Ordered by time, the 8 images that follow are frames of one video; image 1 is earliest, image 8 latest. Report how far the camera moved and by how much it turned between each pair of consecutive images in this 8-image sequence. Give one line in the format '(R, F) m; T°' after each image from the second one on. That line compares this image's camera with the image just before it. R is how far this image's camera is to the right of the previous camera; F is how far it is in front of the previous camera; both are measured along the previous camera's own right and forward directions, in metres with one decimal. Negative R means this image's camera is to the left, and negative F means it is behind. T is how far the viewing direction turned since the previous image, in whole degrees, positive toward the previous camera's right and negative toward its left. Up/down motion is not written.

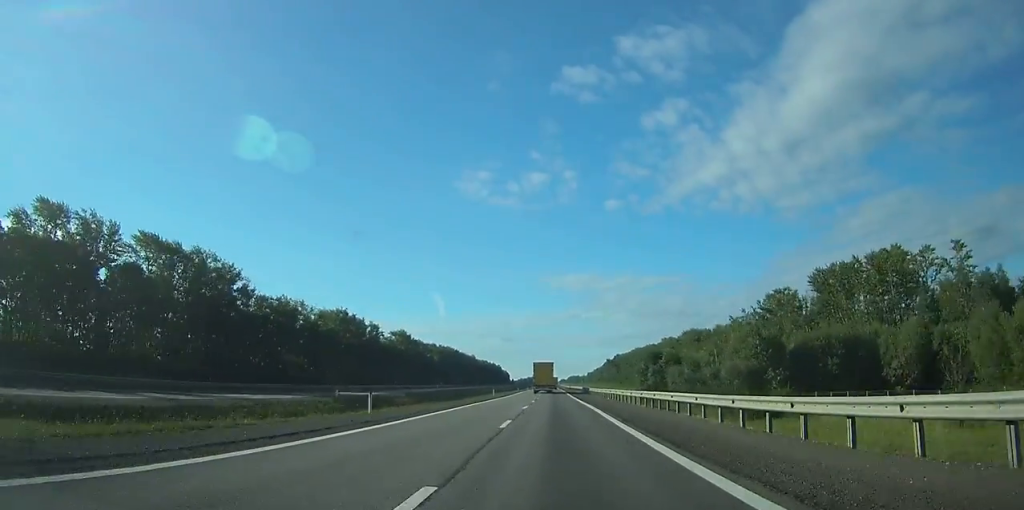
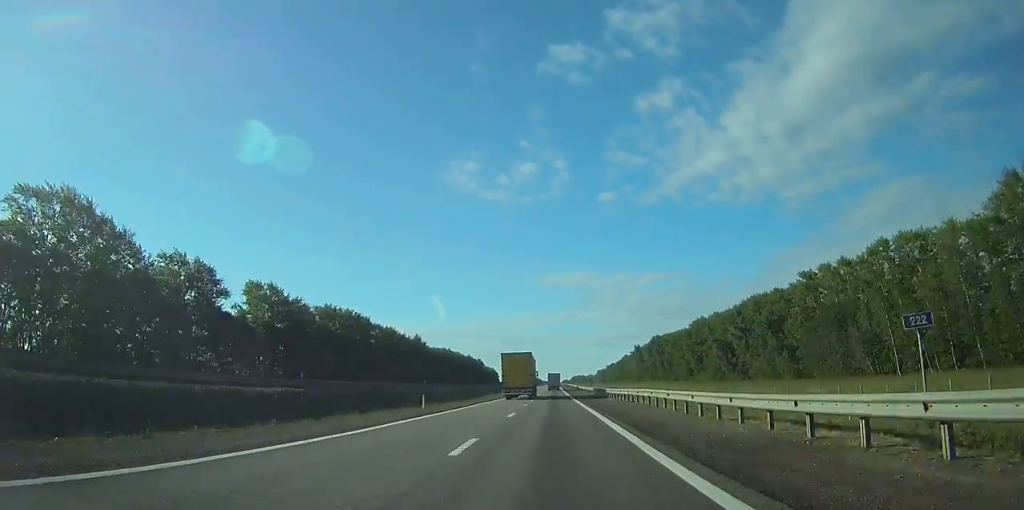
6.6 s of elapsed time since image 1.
(-0.2, +175.4) m; 0°
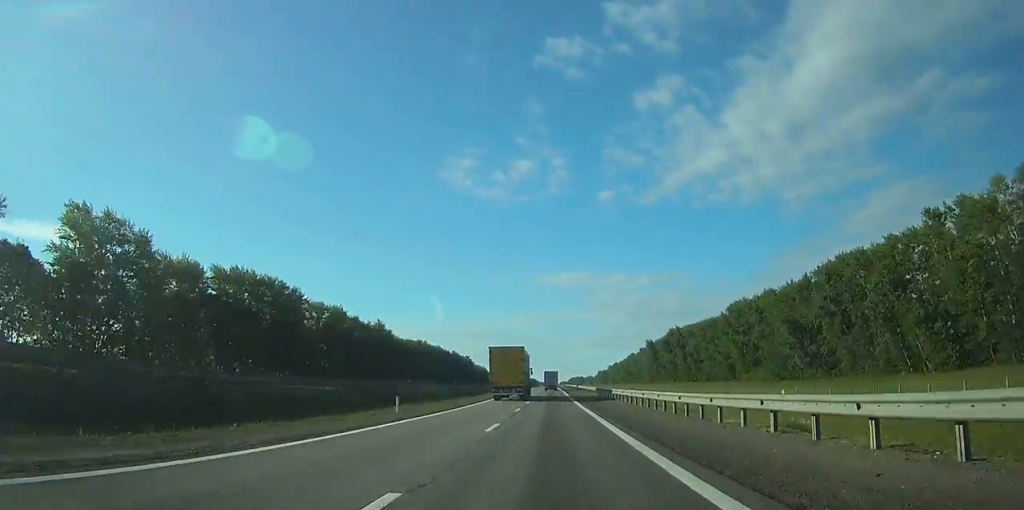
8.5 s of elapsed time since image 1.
(0.0, +52.5) m; 0°
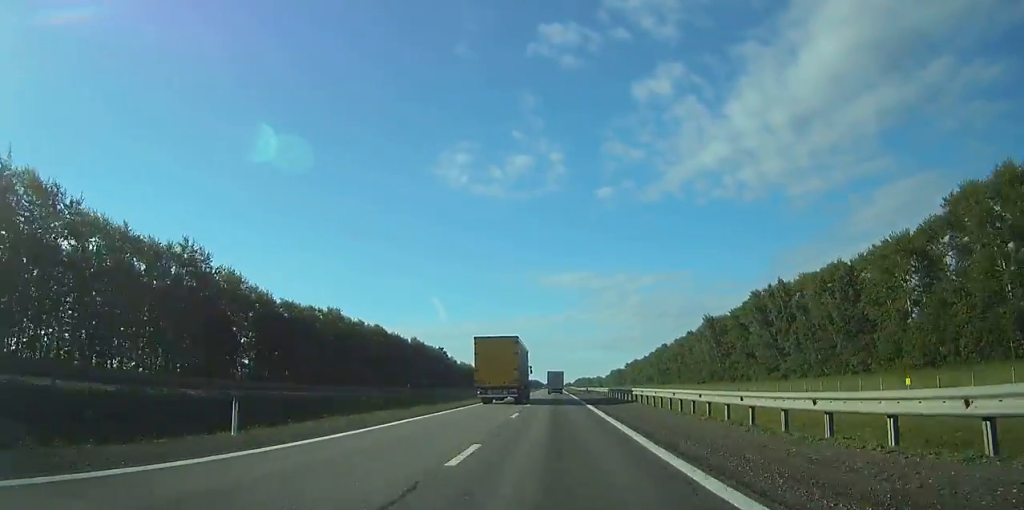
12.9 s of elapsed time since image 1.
(-0.2, +112.7) m; 0°
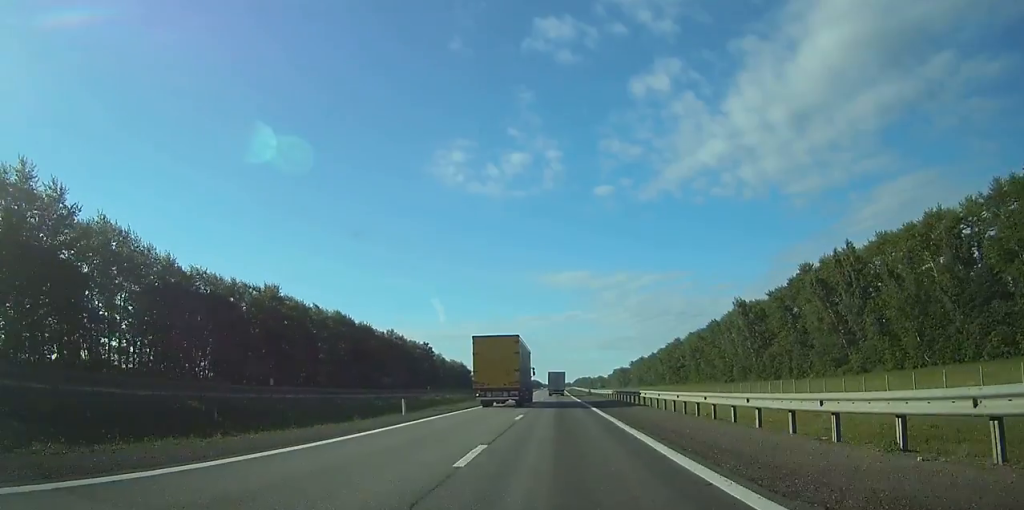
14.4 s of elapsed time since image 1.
(+0.1, +36.5) m; 0°
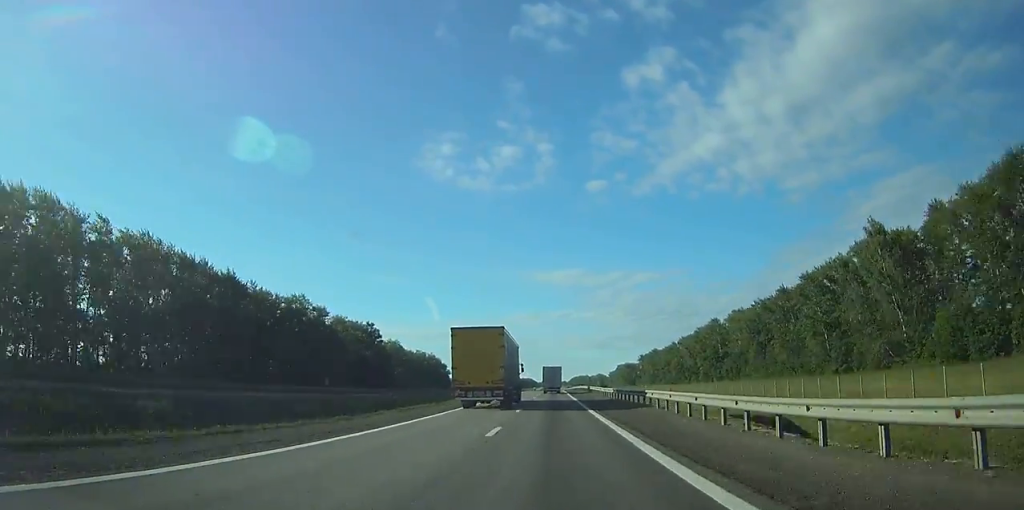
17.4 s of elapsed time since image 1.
(+0.1, +75.6) m; 0°
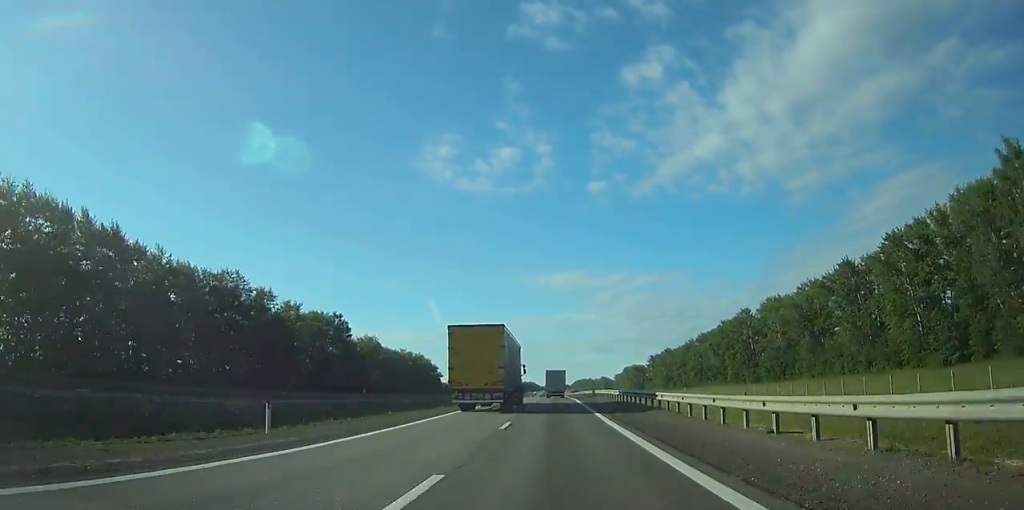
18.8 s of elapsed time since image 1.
(0.0, +34.2) m; 0°
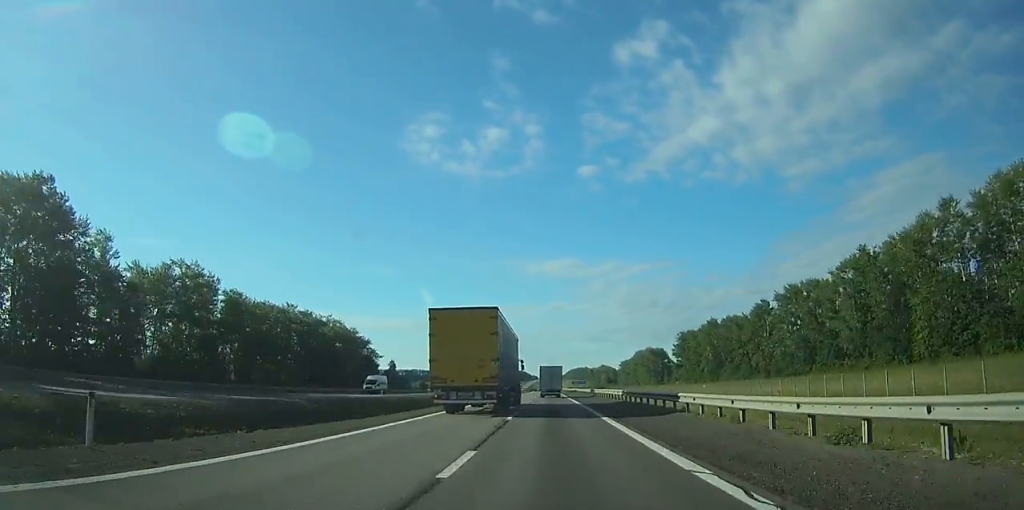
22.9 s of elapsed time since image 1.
(0.0, +110.4) m; 0°
